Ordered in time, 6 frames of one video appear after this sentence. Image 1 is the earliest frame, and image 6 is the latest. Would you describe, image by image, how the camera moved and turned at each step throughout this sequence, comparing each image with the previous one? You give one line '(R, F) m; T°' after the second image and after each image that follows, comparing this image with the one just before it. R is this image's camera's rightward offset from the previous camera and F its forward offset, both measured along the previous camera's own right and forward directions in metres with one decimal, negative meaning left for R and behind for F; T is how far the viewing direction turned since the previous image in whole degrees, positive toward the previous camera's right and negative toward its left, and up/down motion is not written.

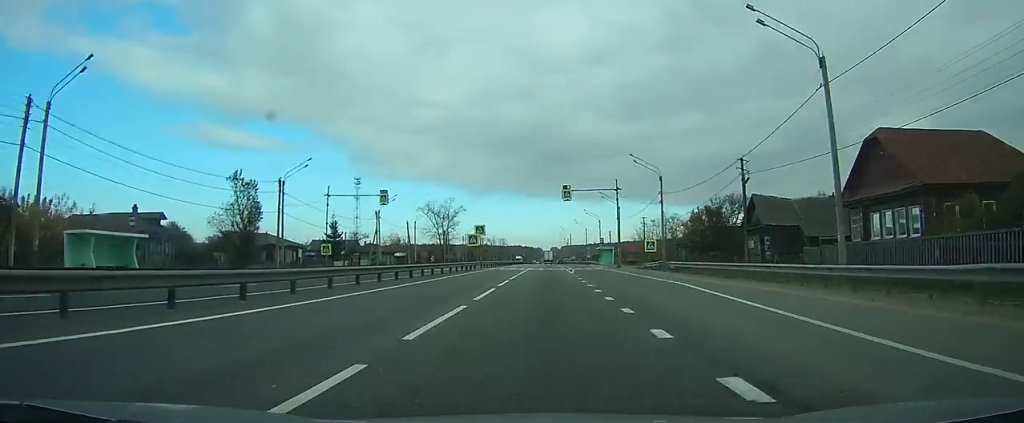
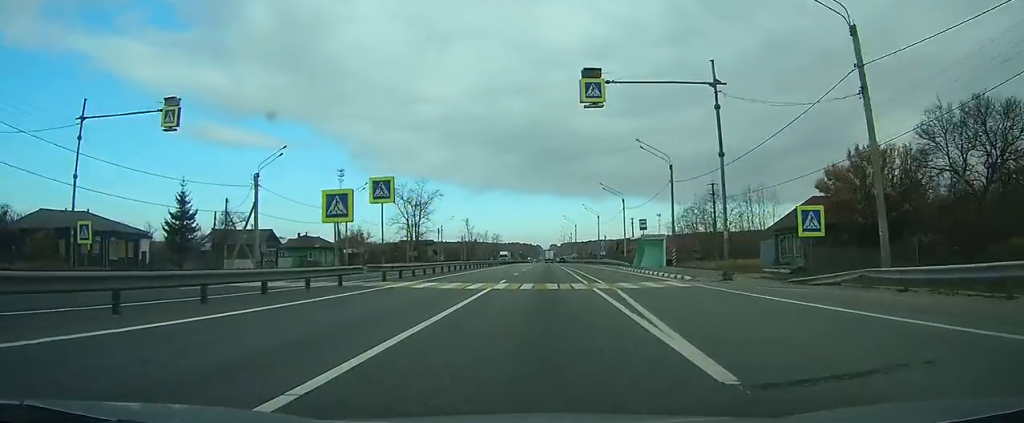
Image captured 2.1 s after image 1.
(0.0, +39.4) m; 0°
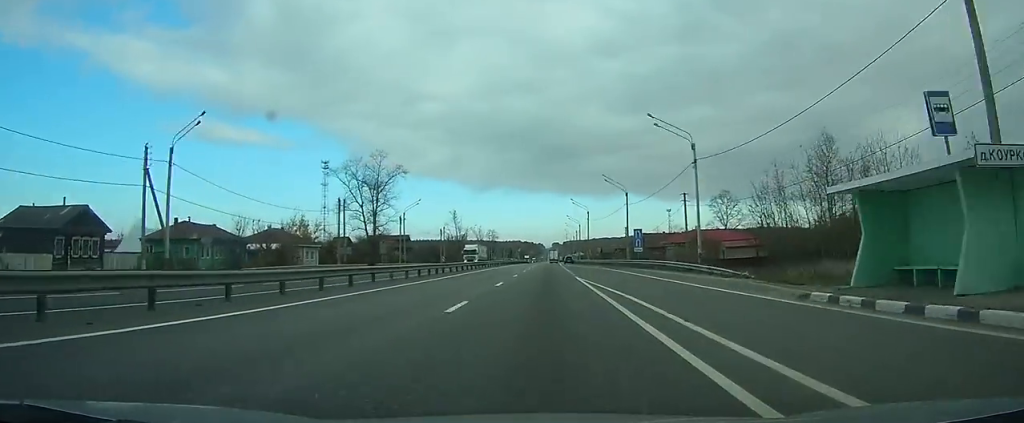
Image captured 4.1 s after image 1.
(+0.2, +37.6) m; 0°
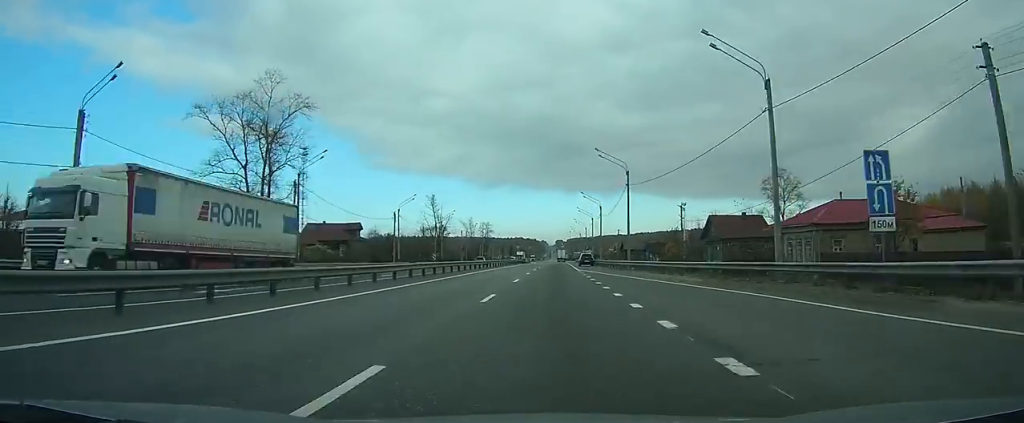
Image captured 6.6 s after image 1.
(0.0, +43.5) m; 0°
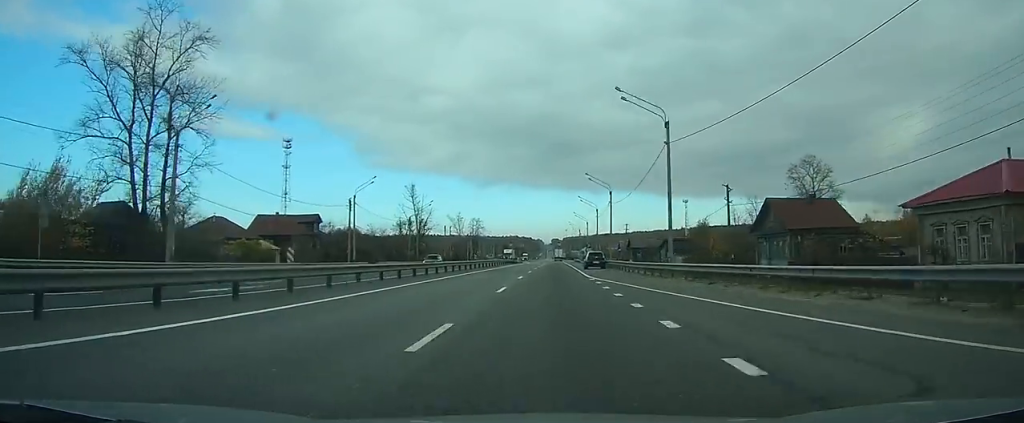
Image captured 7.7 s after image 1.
(0.0, +18.9) m; 0°
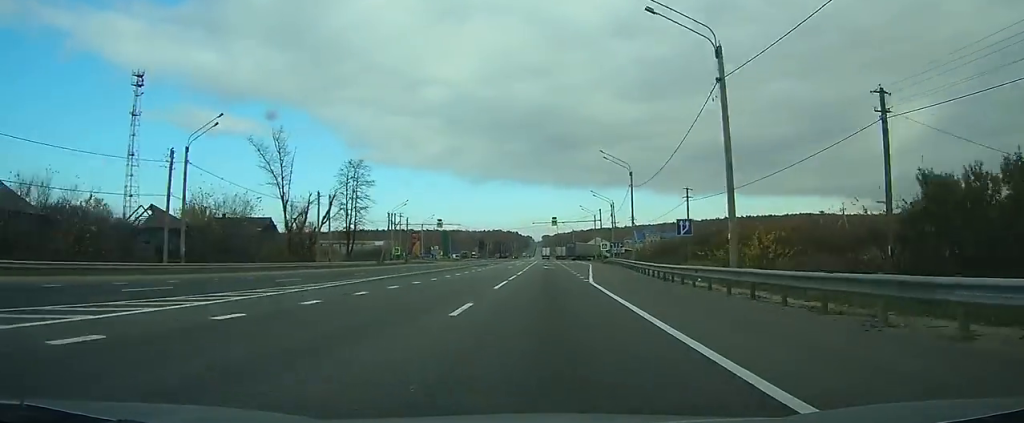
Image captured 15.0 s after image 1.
(+1.3, +140.9) m; +1°
